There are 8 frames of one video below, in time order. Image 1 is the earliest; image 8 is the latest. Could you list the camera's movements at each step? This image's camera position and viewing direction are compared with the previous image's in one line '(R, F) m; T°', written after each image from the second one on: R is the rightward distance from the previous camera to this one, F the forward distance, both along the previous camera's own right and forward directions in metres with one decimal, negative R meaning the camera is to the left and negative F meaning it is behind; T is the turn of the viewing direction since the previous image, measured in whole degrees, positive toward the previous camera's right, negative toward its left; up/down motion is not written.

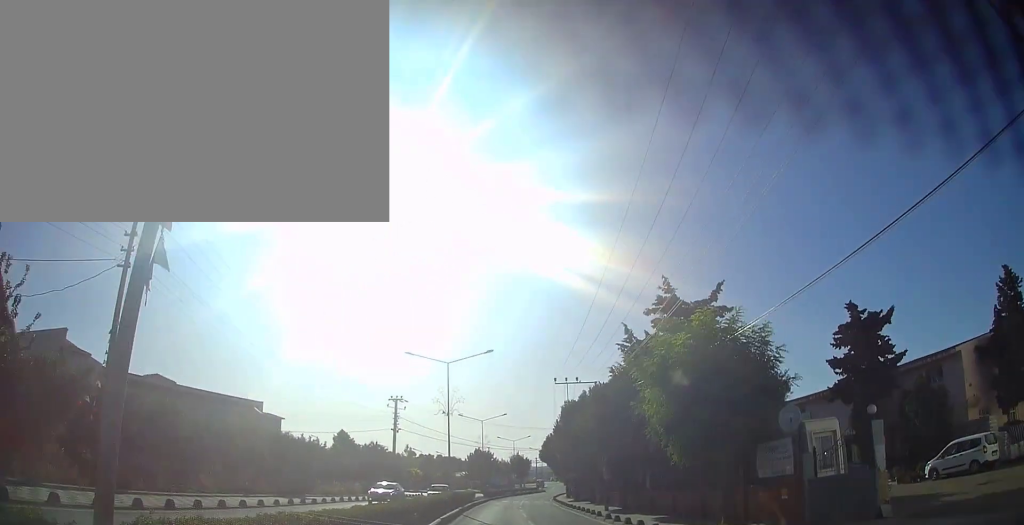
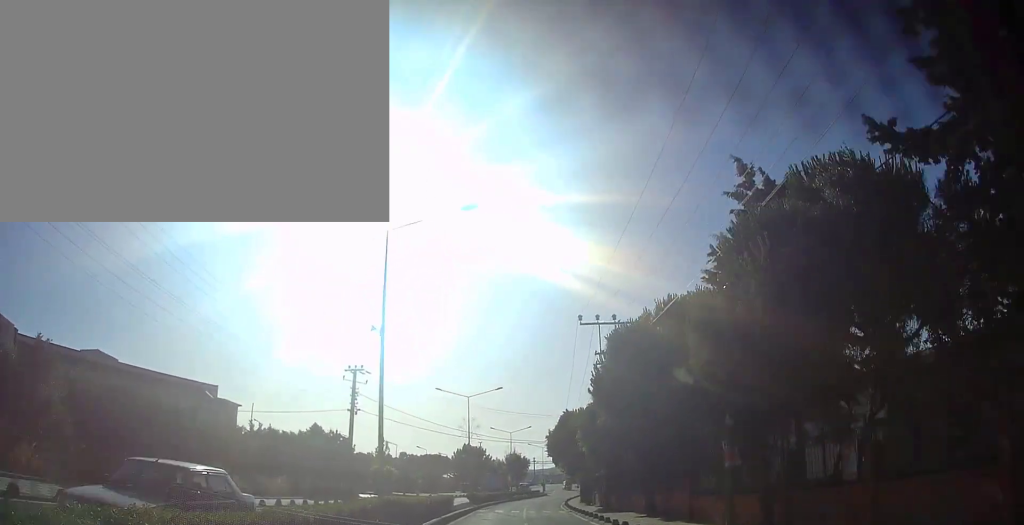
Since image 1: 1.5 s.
(0.0, +18.2) m; 0°
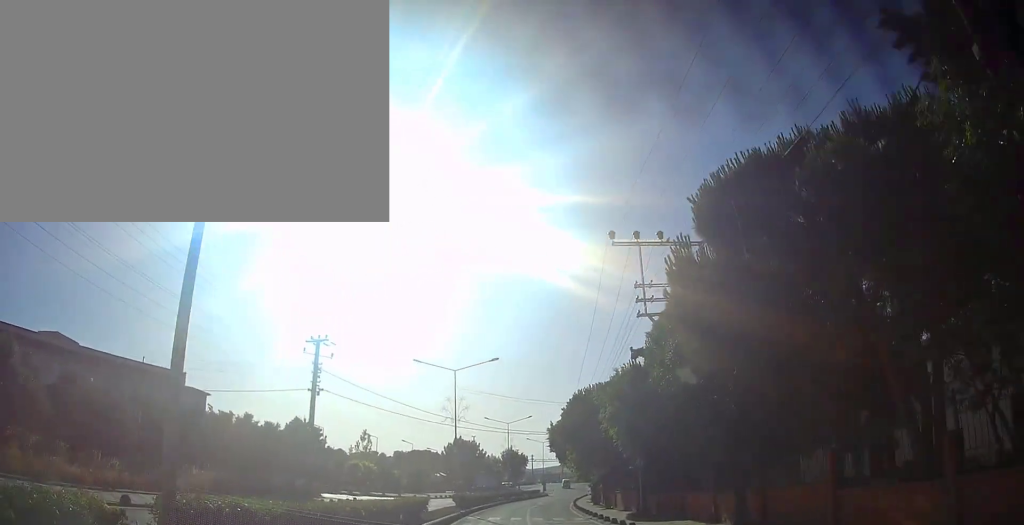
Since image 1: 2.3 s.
(-0.1, +10.4) m; +1°
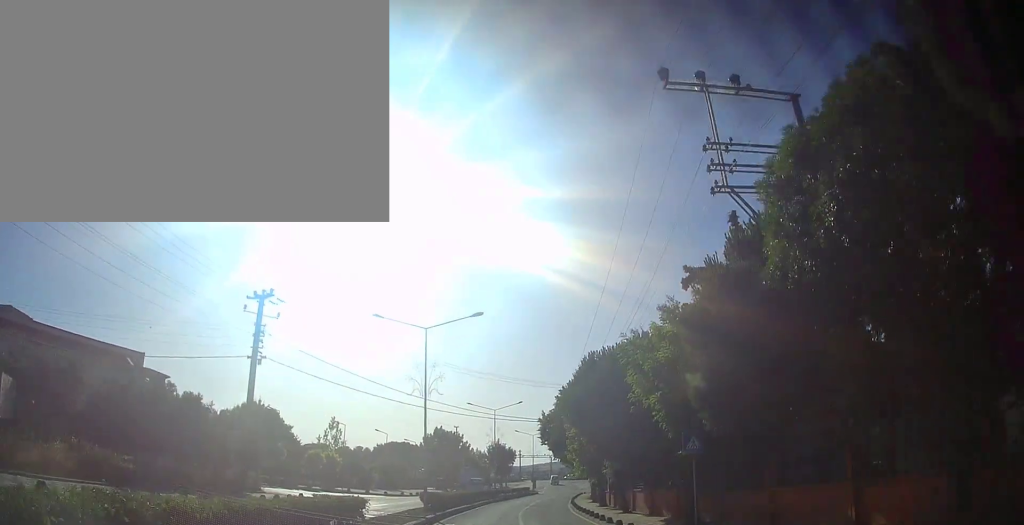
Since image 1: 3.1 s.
(+0.2, +9.0) m; +2°
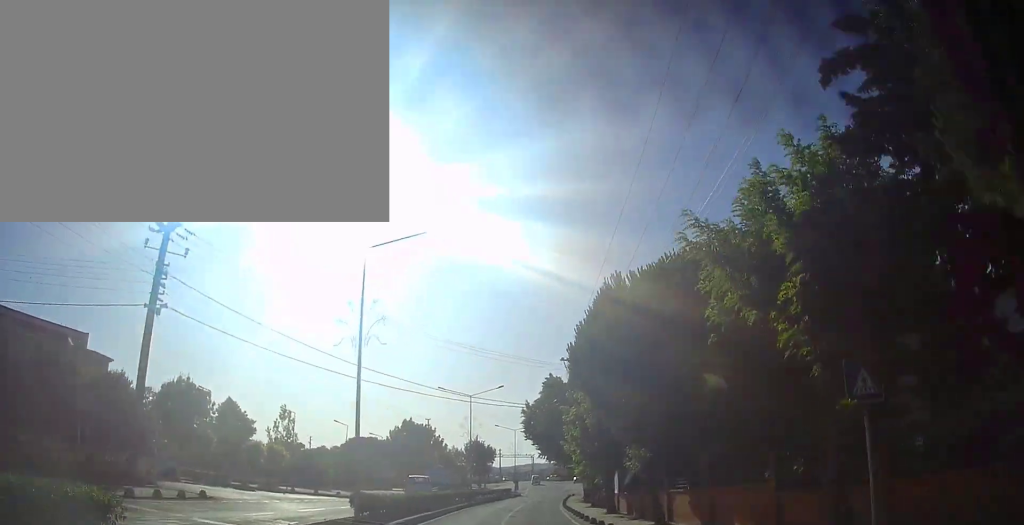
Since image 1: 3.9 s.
(+0.1, +9.5) m; +2°
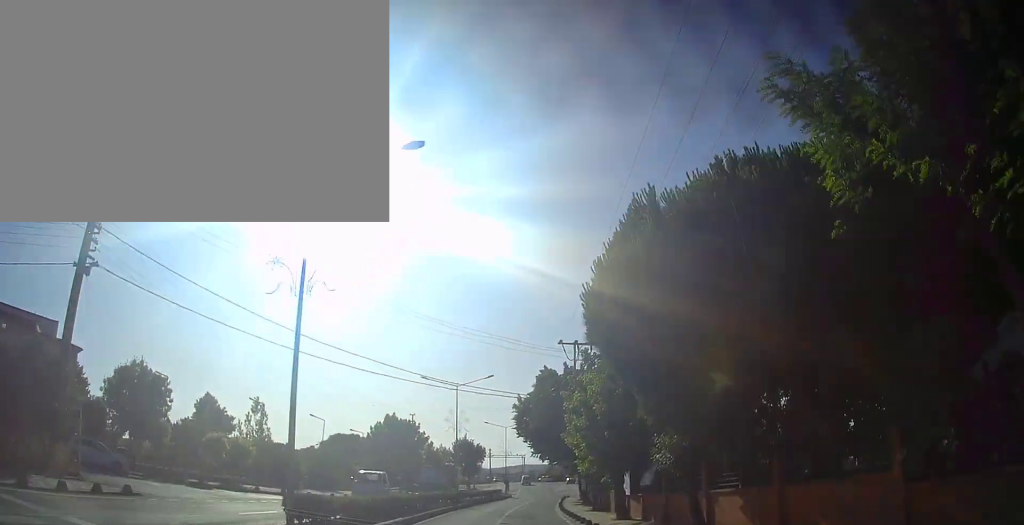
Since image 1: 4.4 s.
(0.0, +5.3) m; +1°
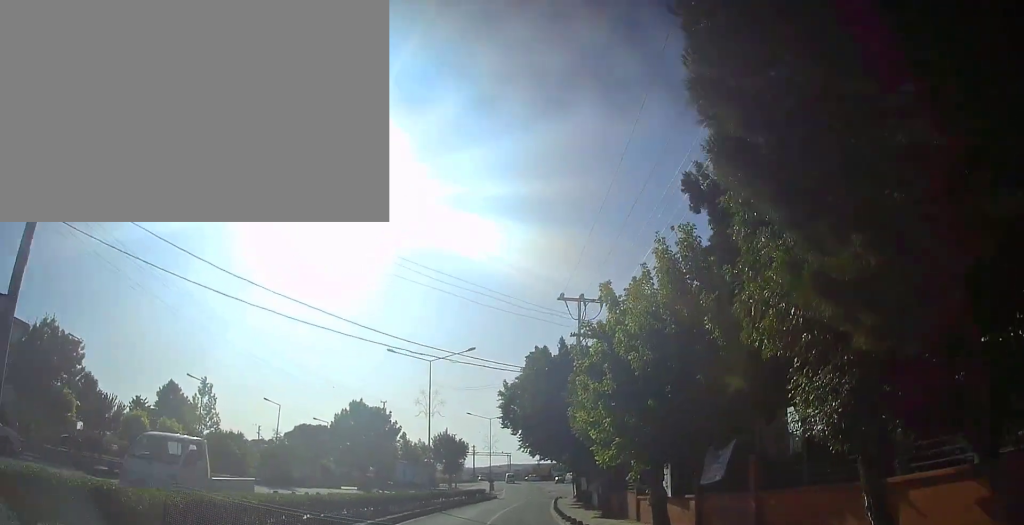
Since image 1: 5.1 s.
(+0.1, +7.8) m; +2°
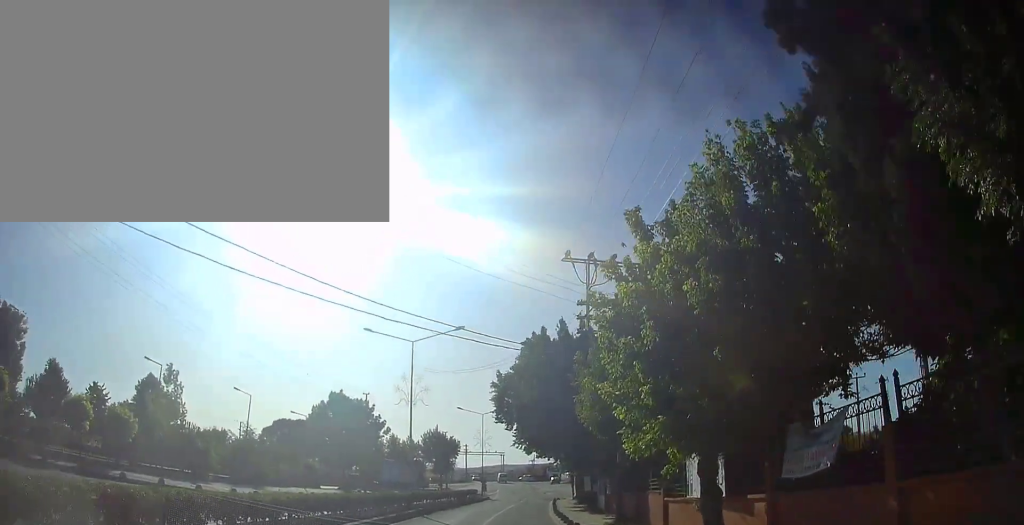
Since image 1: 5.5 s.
(+0.1, +4.7) m; +1°
